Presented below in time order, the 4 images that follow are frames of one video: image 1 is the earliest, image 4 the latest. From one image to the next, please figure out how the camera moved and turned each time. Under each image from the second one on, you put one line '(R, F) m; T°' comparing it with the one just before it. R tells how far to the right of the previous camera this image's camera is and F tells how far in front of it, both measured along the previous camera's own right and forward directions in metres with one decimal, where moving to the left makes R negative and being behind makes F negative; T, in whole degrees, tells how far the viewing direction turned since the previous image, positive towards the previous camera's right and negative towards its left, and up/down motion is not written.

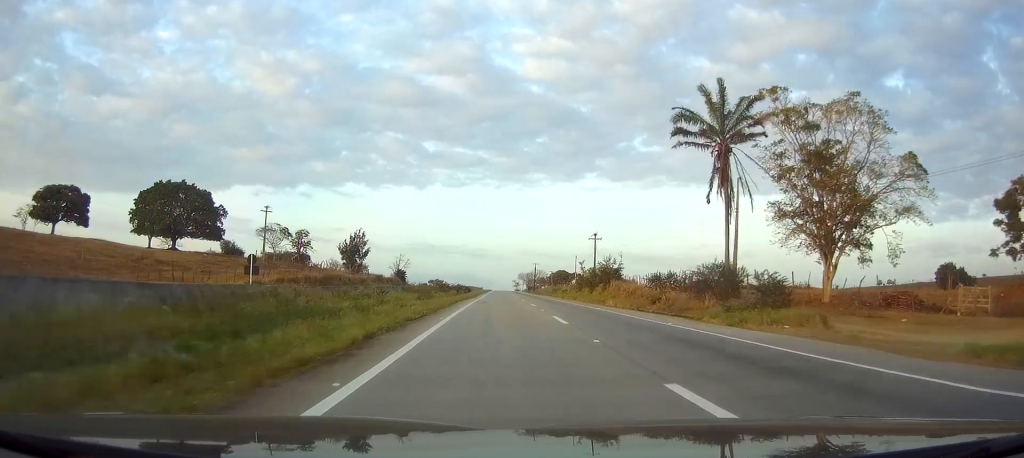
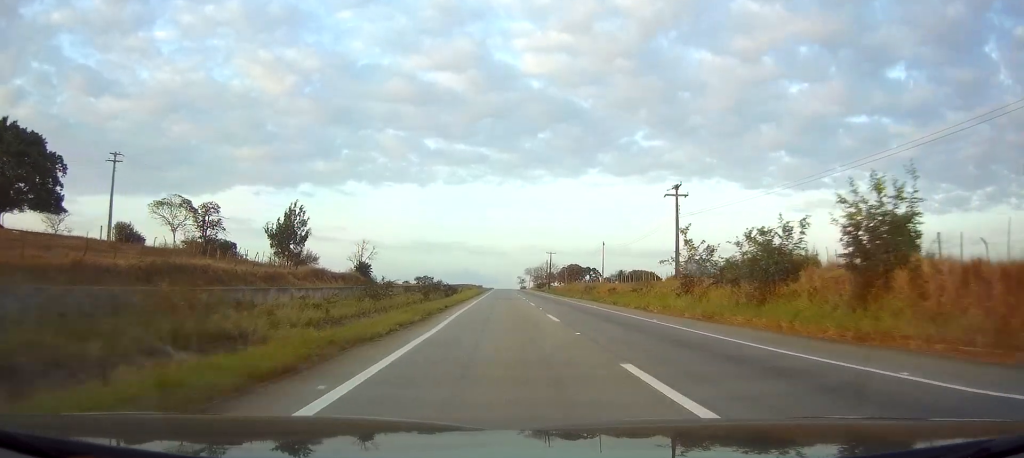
(-0.1, +46.4) m; 0°
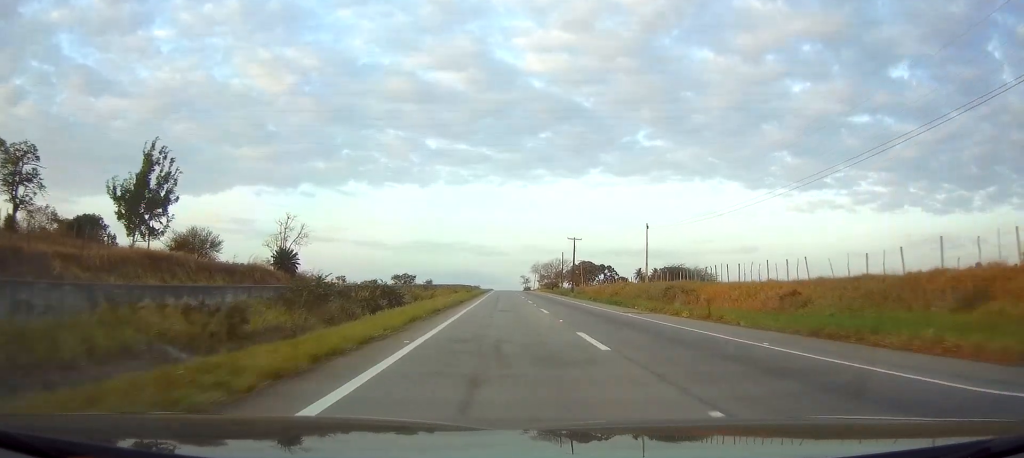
(-0.2, +42.6) m; 0°
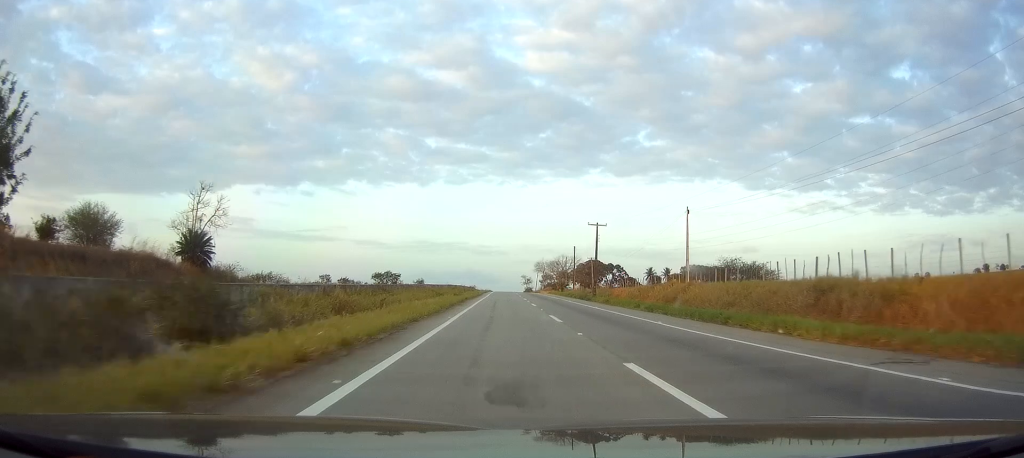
(0.0, +22.7) m; 0°
